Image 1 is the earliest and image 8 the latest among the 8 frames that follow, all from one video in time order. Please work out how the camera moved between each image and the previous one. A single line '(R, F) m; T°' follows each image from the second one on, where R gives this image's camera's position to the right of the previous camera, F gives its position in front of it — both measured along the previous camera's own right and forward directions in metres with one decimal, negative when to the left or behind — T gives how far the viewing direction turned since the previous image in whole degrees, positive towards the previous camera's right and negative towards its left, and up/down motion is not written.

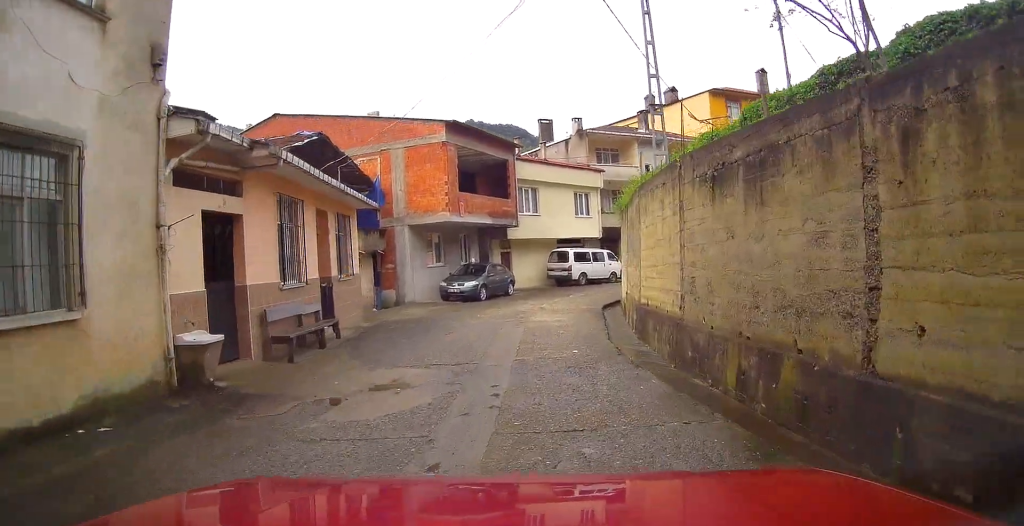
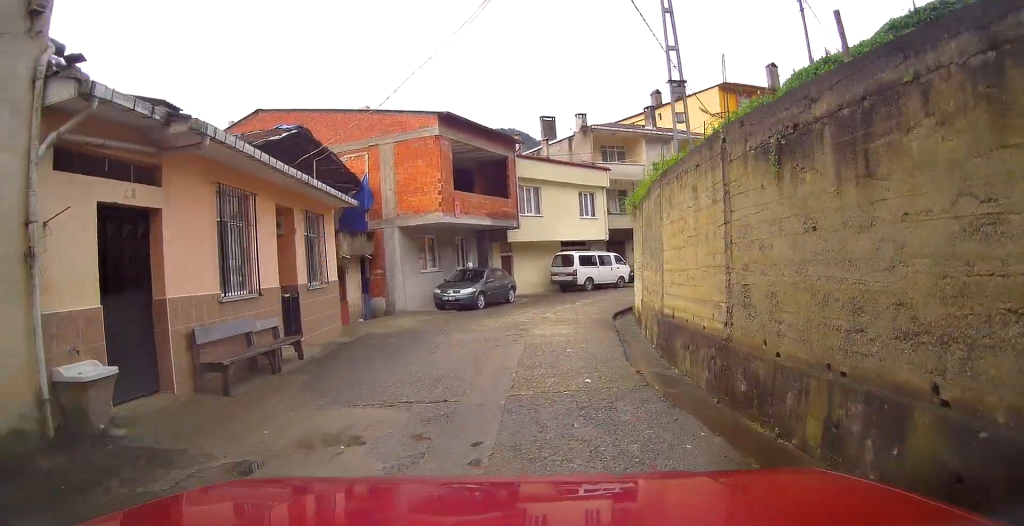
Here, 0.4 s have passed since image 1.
(-0.1, +2.0) m; -4°
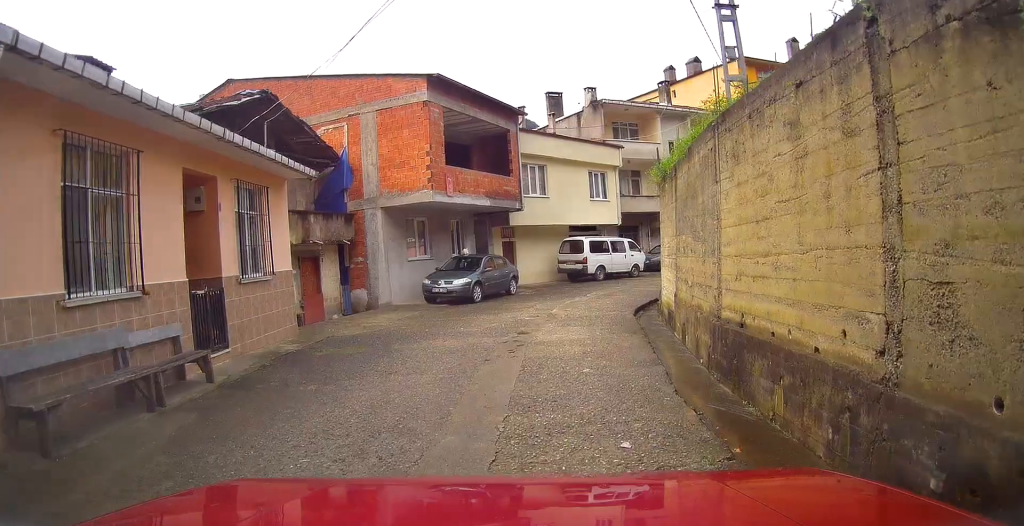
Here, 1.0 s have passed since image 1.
(-0.2, +3.0) m; -3°
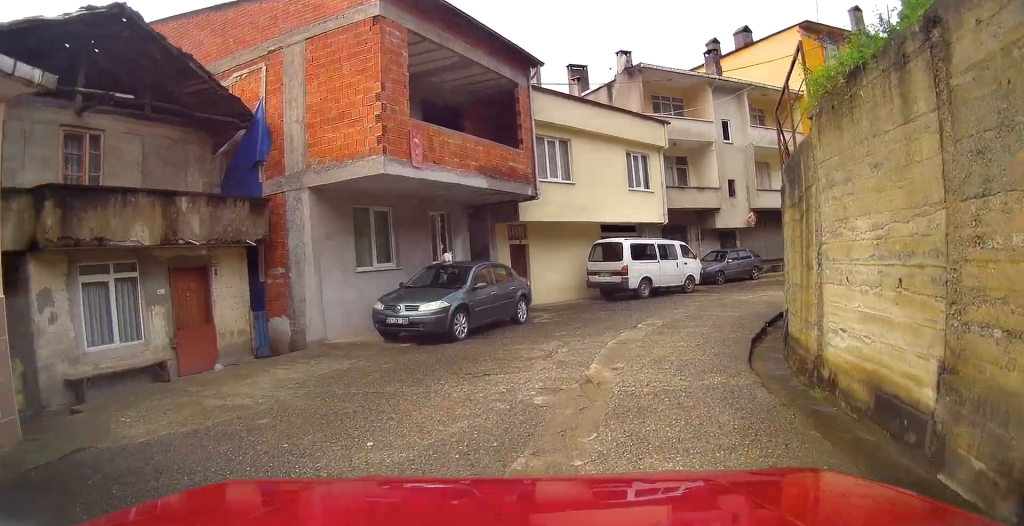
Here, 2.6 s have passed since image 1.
(-0.2, +7.4) m; +4°
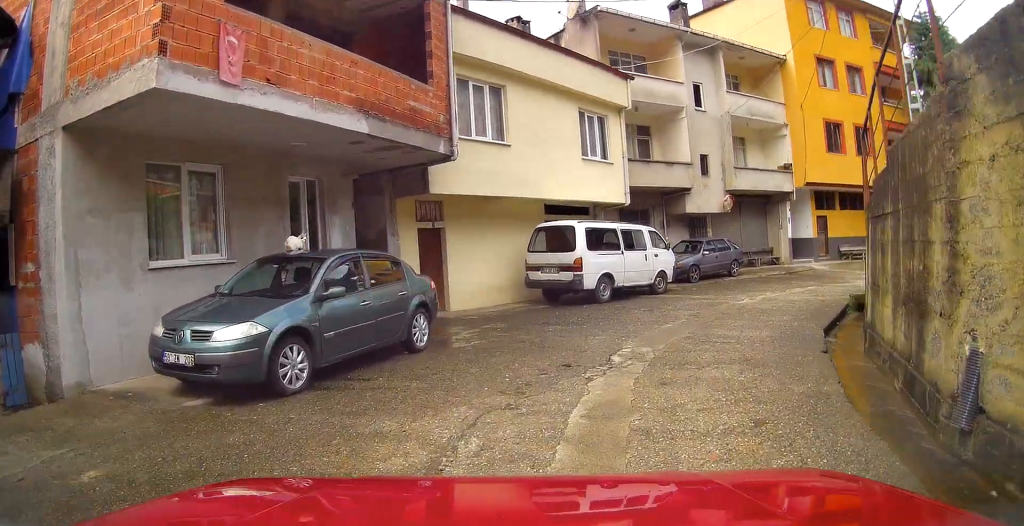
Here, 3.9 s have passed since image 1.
(+0.5, +5.5) m; +4°
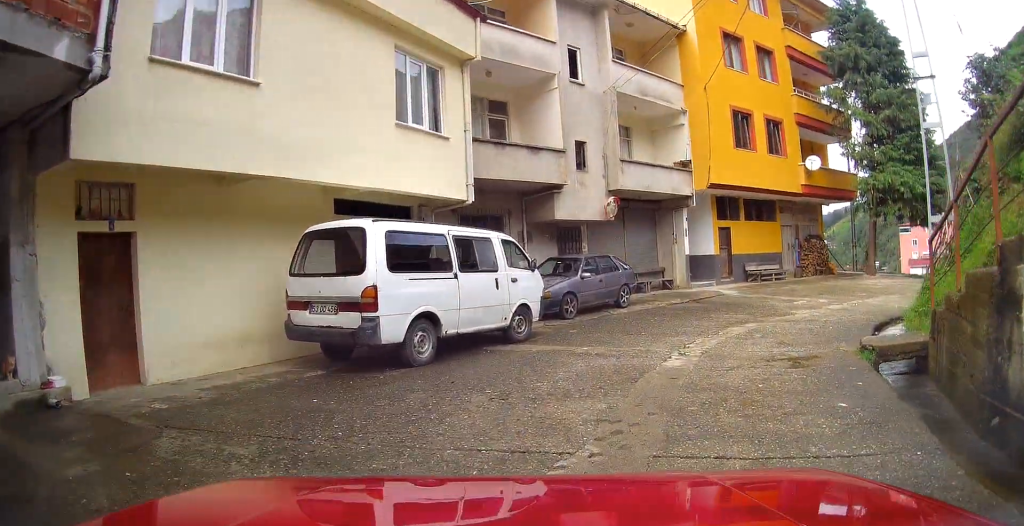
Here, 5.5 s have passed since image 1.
(+0.4, +7.0) m; +9°
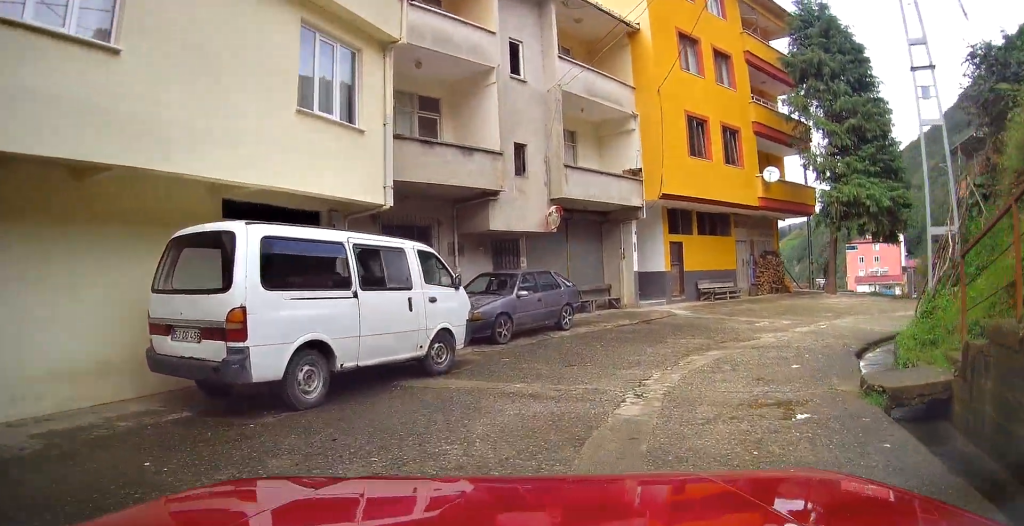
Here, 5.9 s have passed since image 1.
(+0.1, +2.0) m; +5°
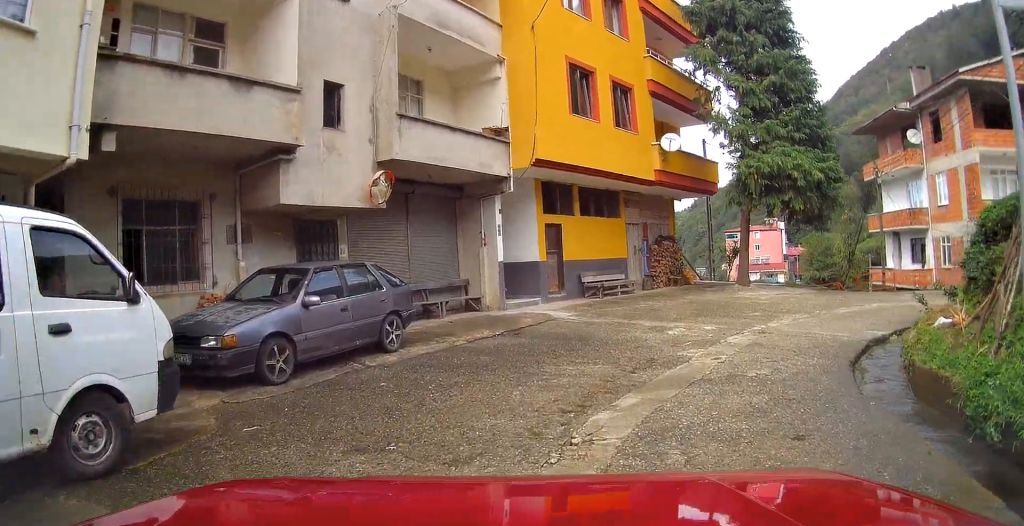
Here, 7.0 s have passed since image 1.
(+0.5, +5.0) m; +13°
